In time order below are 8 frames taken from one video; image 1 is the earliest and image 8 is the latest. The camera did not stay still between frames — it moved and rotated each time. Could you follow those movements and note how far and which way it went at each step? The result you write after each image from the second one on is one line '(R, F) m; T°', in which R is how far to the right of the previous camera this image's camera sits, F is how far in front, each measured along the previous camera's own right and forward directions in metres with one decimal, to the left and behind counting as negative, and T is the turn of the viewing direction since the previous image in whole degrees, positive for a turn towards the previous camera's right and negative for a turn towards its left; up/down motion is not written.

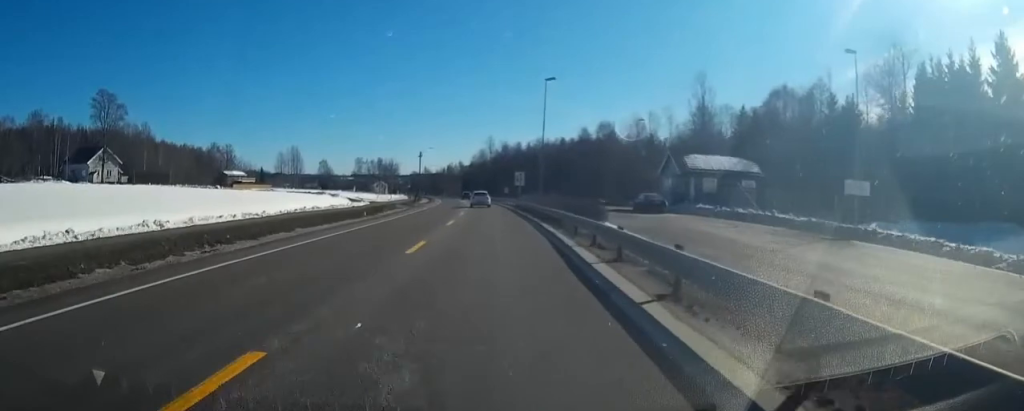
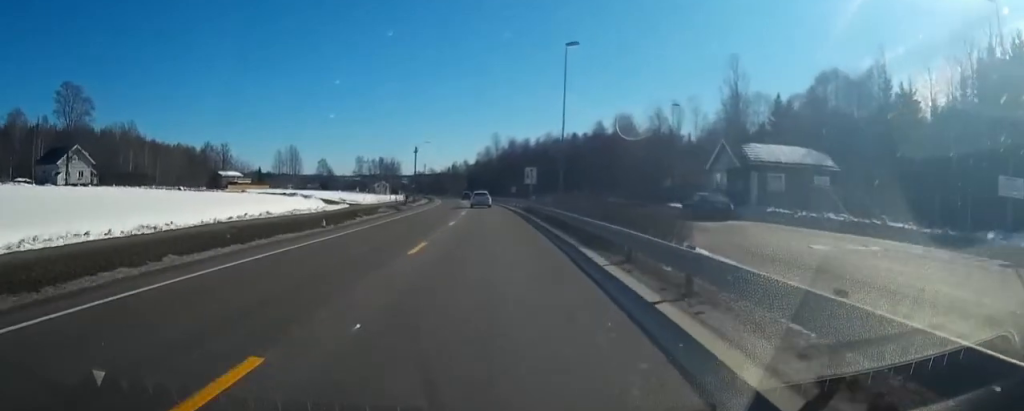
(-0.1, +12.1) m; -1°
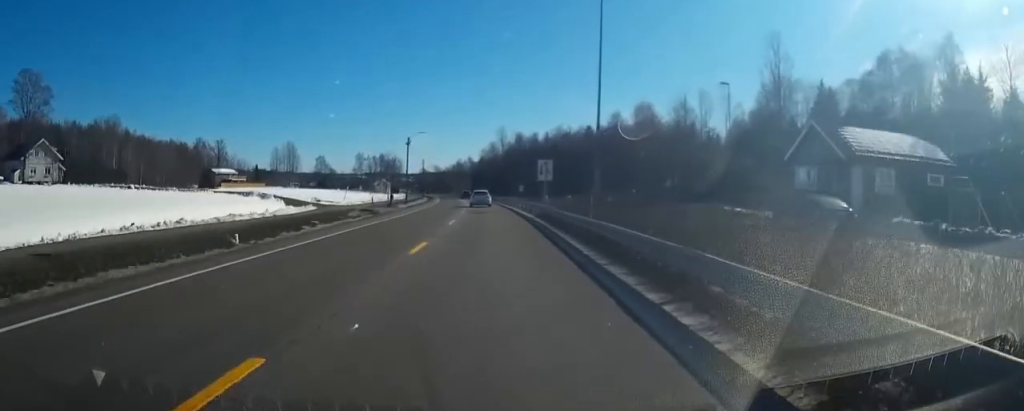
(0.0, +12.1) m; -1°
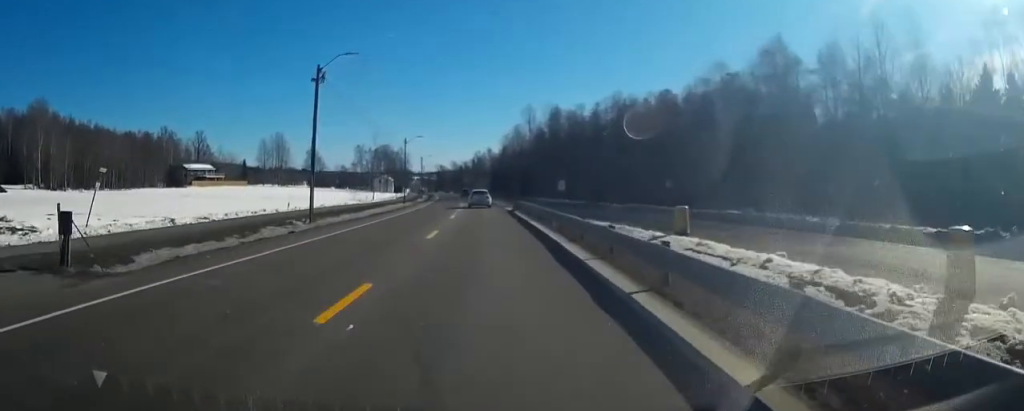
(-1.1, +43.4) m; -4°
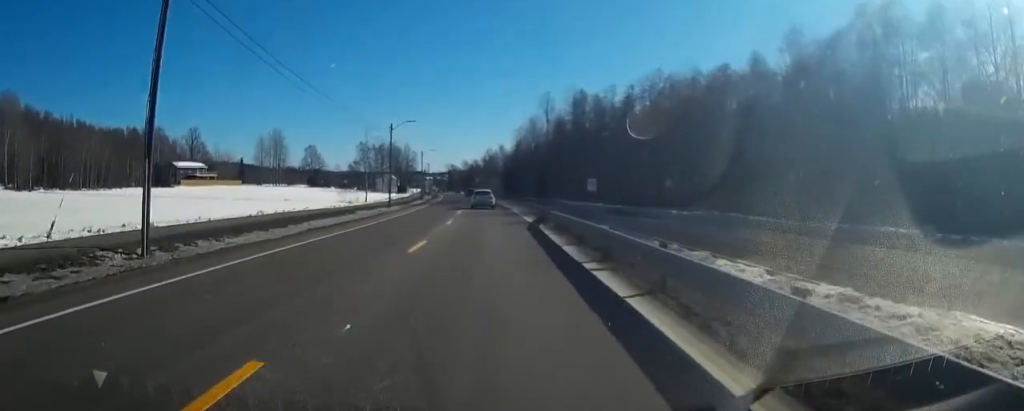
(-0.4, +16.2) m; -1°
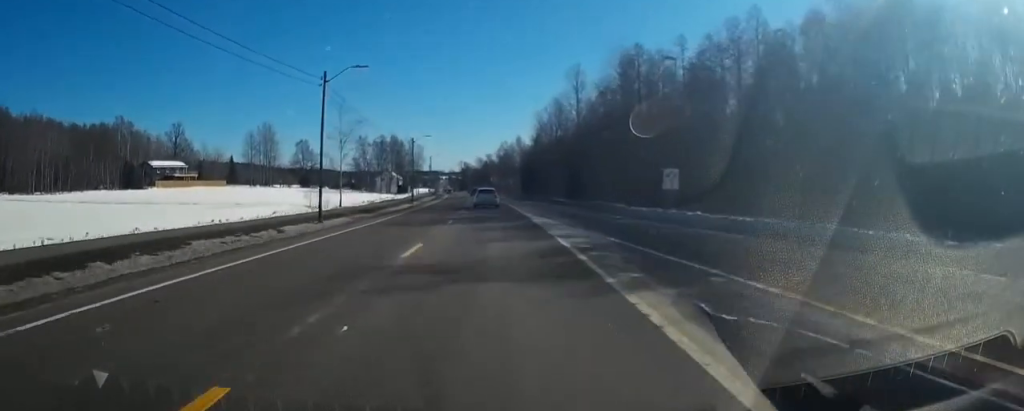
(-0.2, +24.8) m; -1°
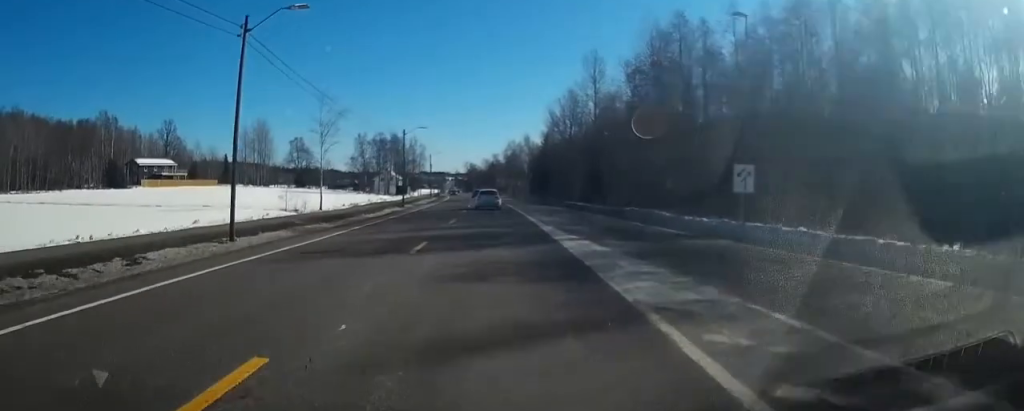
(-0.1, +10.7) m; -1°
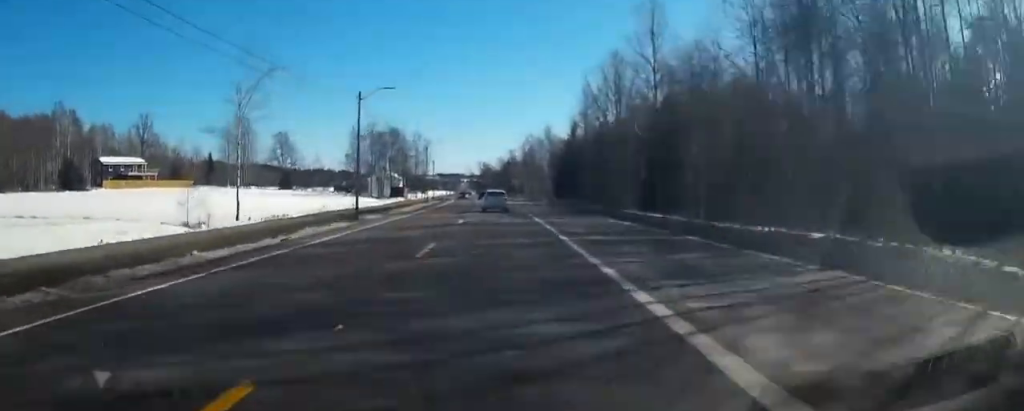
(-0.3, +24.2) m; -1°
